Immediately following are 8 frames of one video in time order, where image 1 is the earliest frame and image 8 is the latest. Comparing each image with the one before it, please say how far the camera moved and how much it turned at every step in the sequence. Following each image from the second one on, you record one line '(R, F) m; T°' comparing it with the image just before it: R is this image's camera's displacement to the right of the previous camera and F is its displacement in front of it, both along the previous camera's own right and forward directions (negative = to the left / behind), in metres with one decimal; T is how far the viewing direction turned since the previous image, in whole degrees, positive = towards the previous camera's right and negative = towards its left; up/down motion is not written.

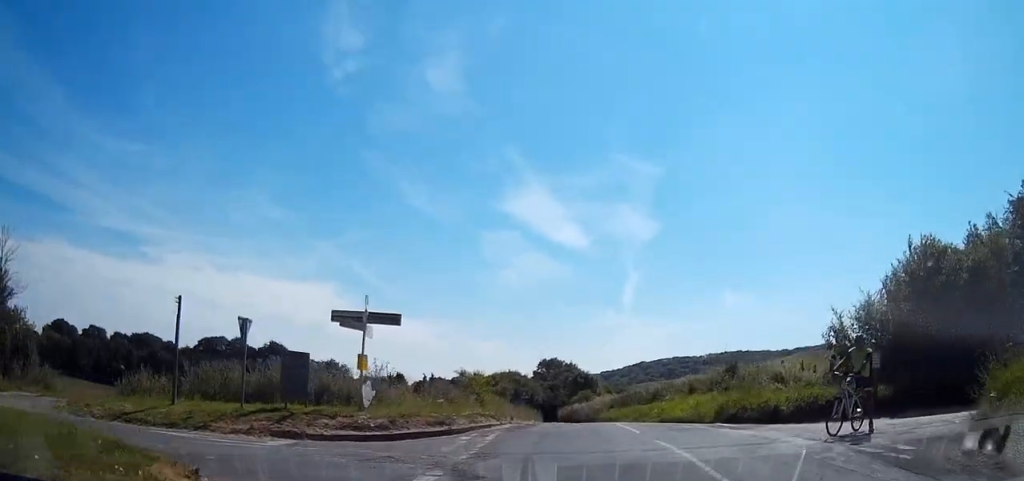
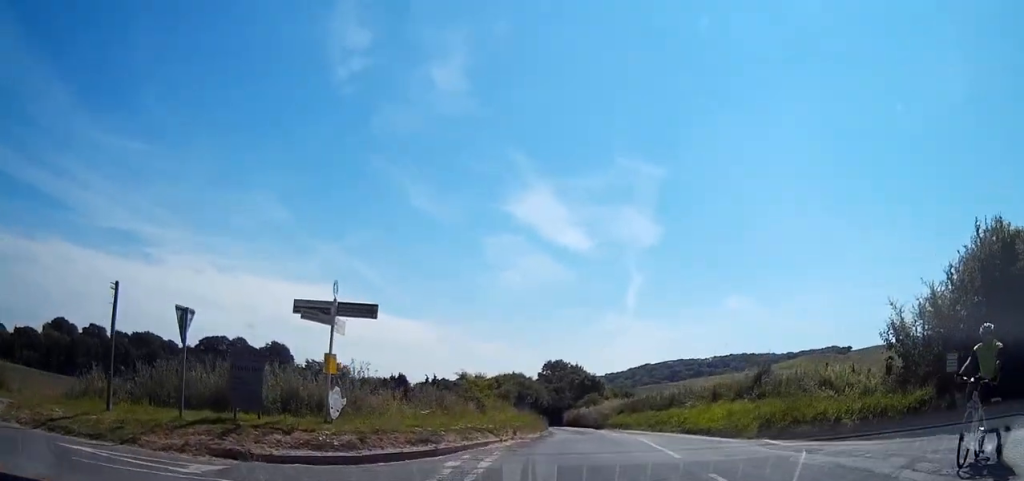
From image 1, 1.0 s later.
(+0.1, +3.3) m; +4°
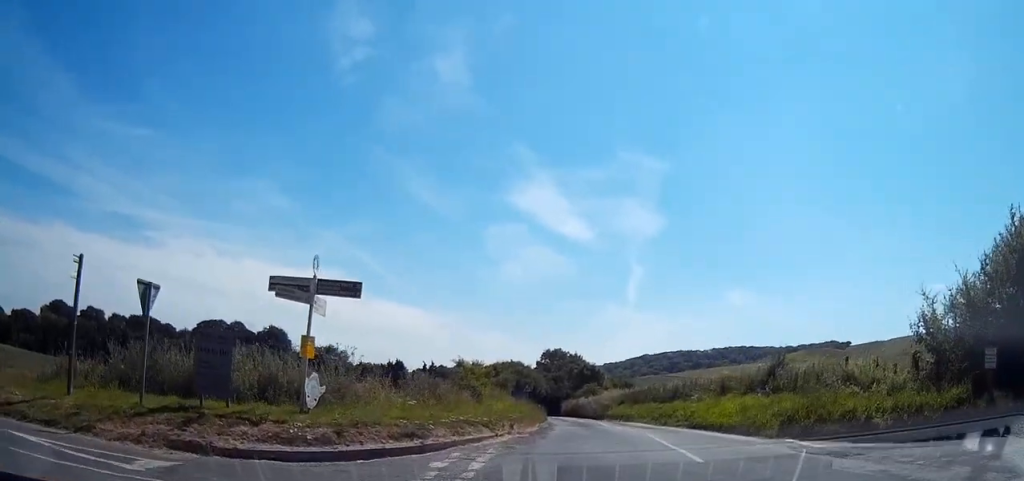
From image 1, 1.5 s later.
(+0.1, +1.1) m; +3°
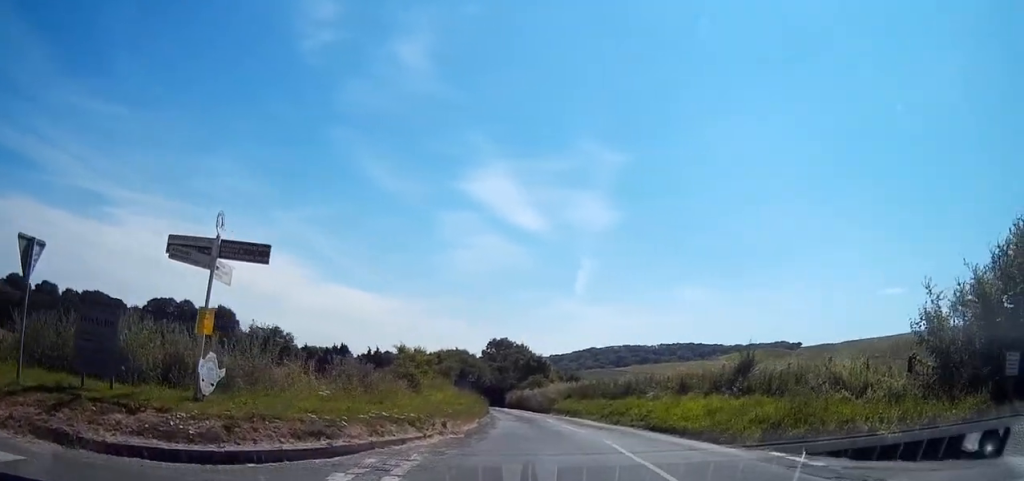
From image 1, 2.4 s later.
(0.0, +2.1) m; 0°
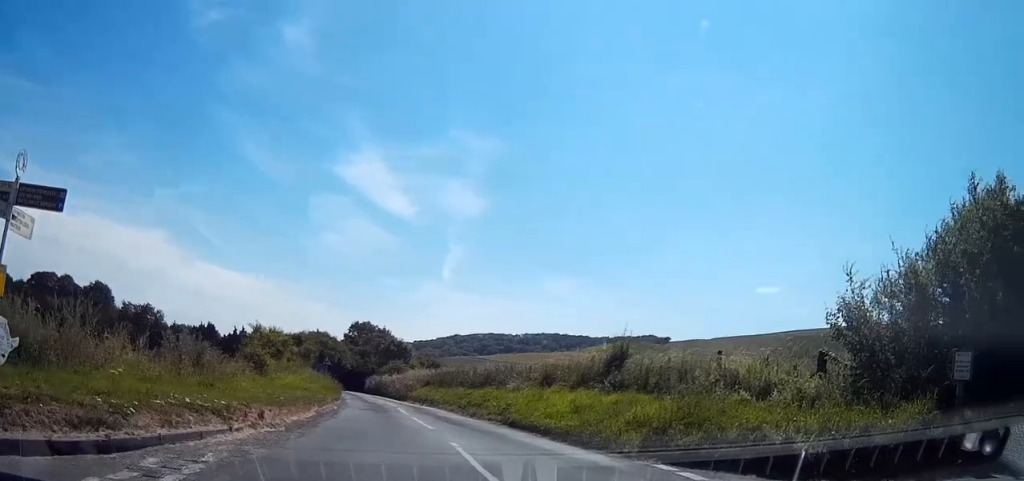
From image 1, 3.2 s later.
(0.0, +2.1) m; +2°
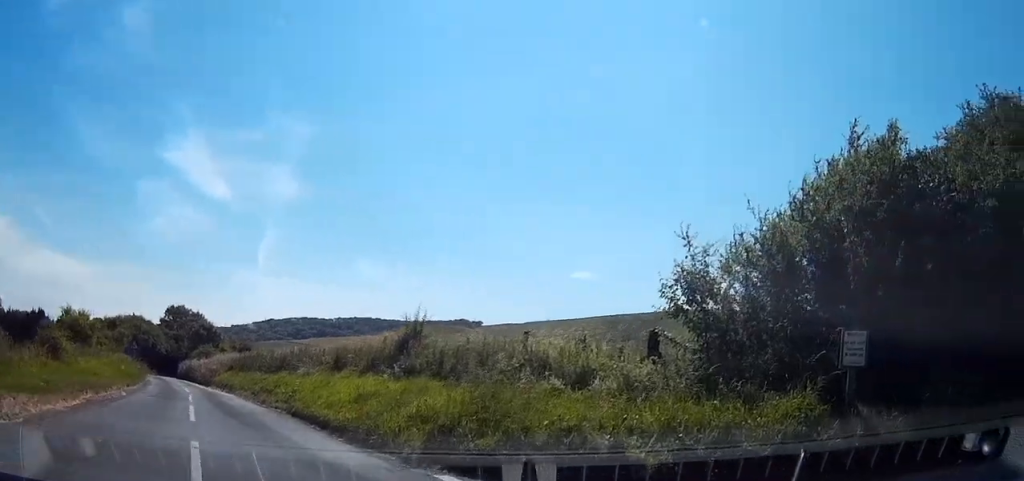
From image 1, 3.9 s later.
(0.0, +2.1) m; +6°
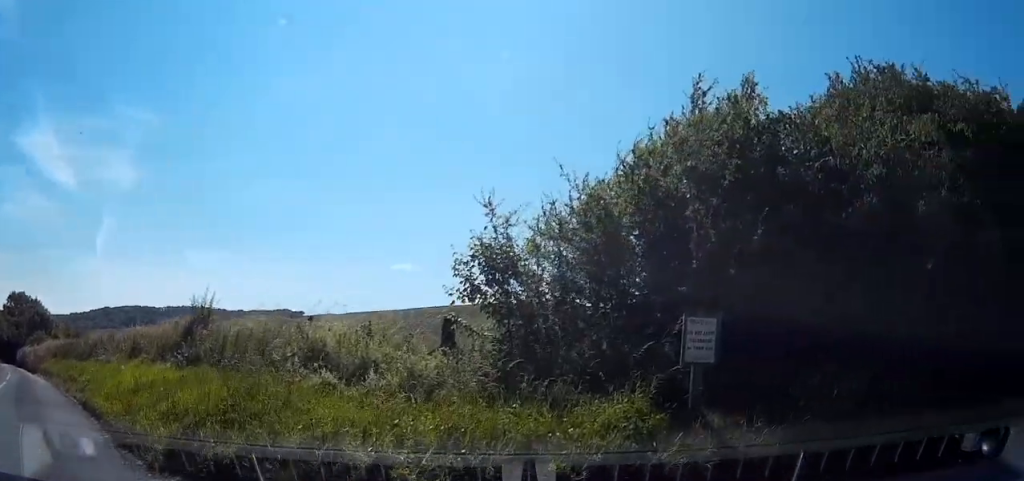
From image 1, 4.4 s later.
(-0.1, +1.5) m; +10°
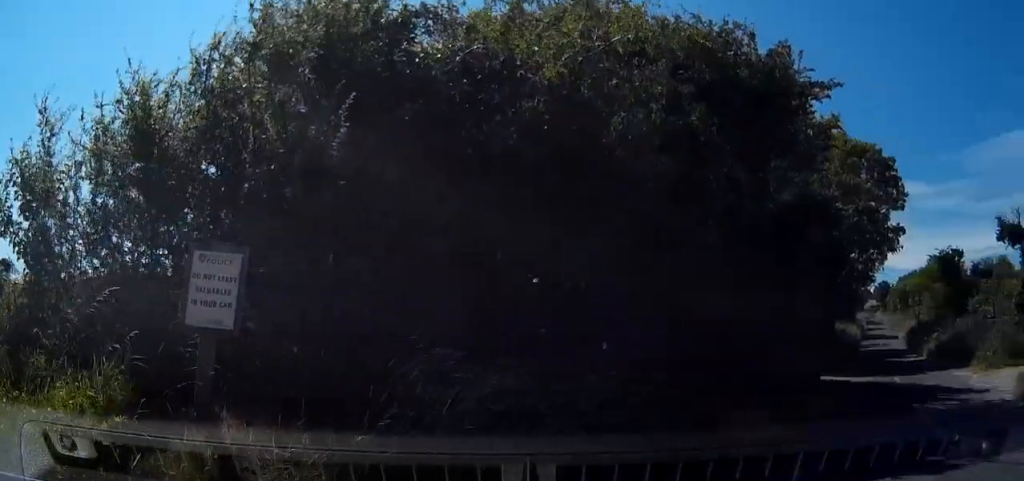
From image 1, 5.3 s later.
(+0.5, +2.7) m; +23°
